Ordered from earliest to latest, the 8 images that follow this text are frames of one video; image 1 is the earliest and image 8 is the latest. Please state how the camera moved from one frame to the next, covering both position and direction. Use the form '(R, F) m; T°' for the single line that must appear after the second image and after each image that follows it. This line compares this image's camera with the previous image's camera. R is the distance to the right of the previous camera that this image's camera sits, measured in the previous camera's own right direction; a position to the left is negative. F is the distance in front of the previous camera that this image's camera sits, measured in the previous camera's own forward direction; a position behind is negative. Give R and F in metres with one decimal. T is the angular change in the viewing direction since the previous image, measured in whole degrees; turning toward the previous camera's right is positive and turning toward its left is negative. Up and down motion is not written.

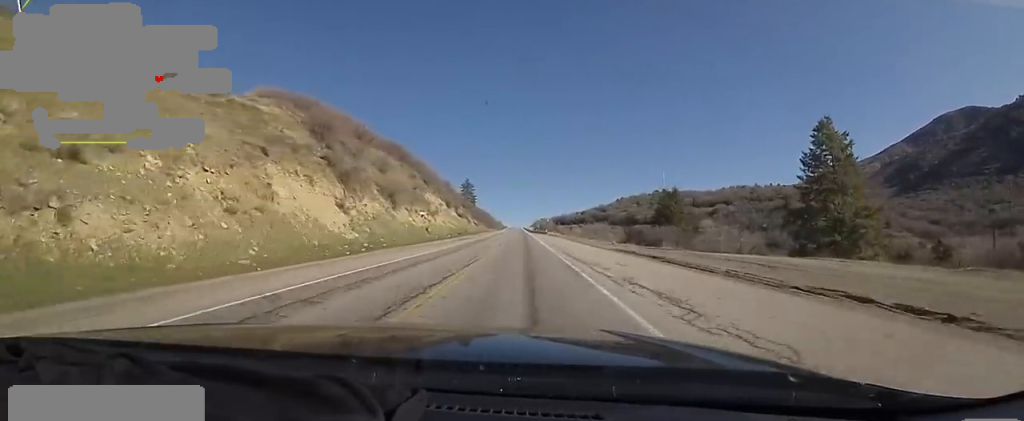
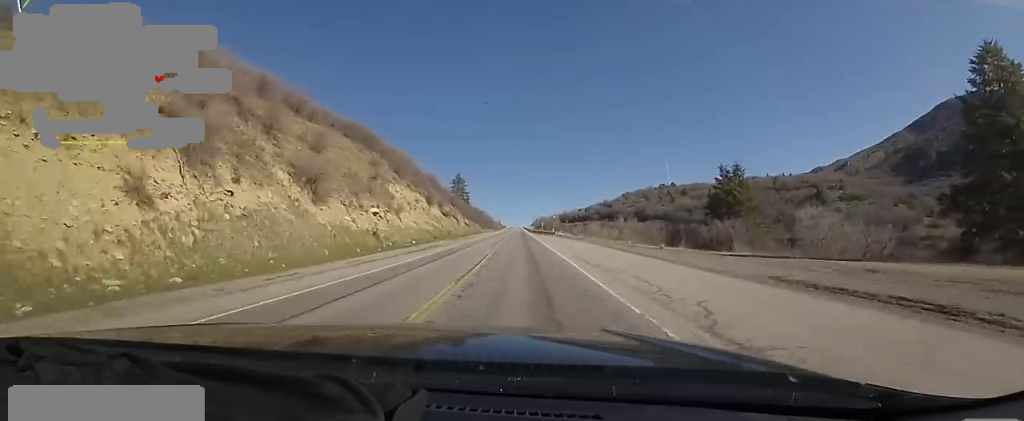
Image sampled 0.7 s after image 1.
(0.0, +20.9) m; -1°
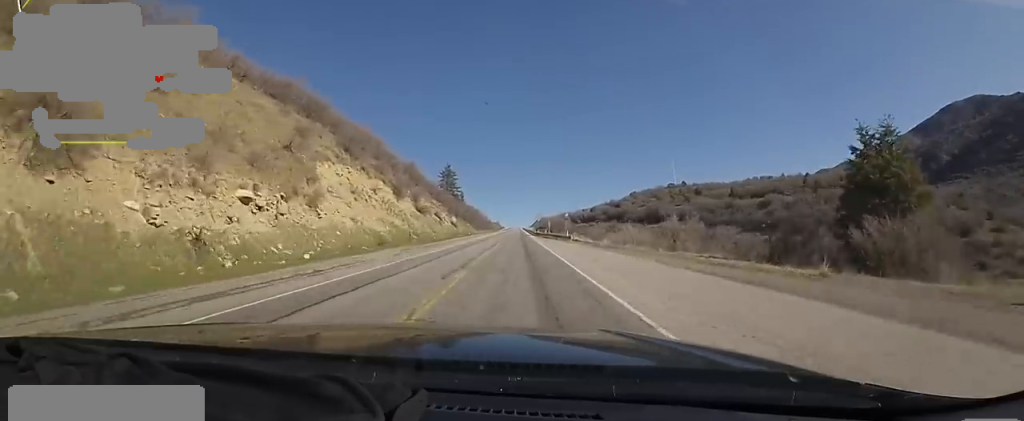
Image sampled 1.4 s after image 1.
(-0.2, +21.7) m; -1°
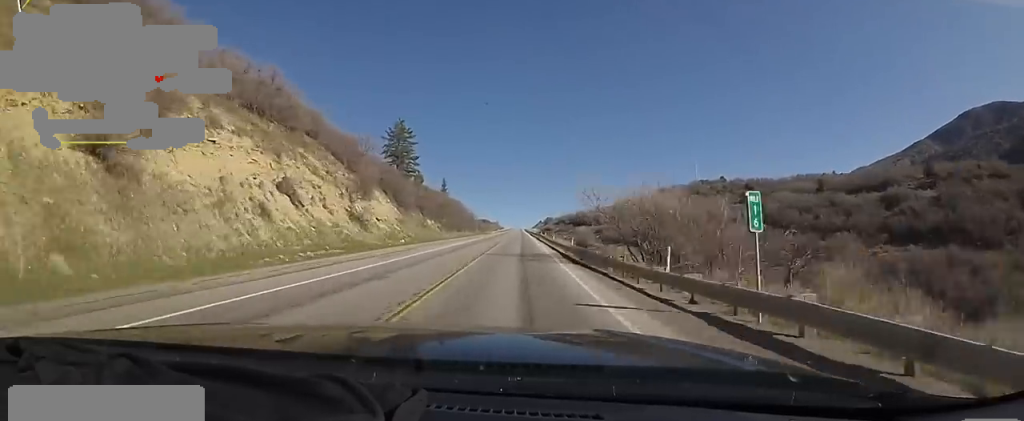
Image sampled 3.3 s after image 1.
(-0.8, +55.8) m; +1°
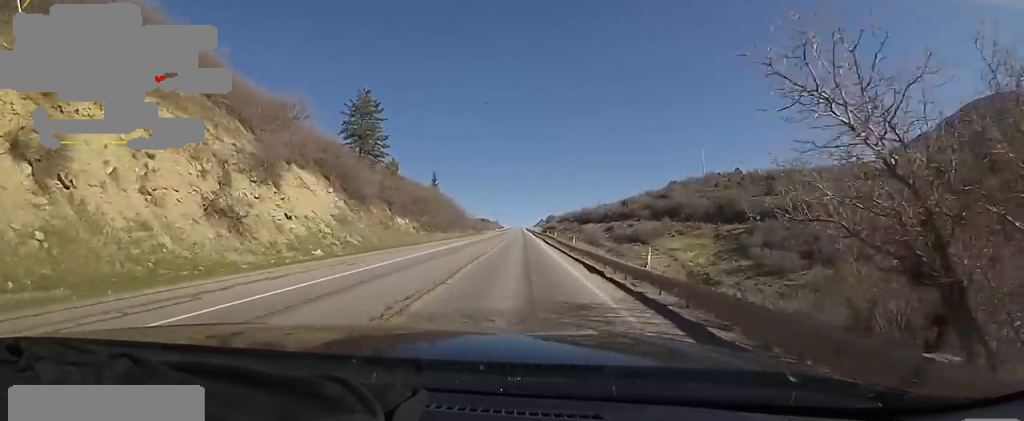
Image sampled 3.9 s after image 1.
(+0.5, +18.2) m; +1°
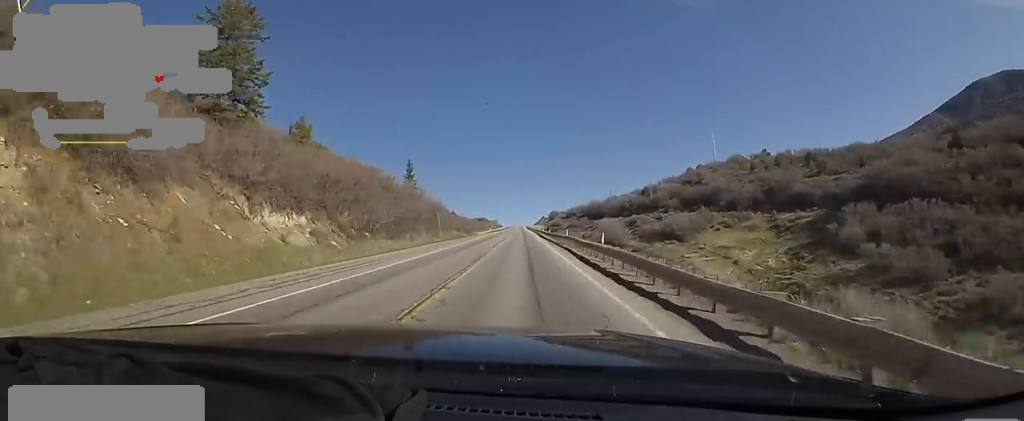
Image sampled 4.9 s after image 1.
(+0.1, +29.4) m; -1°
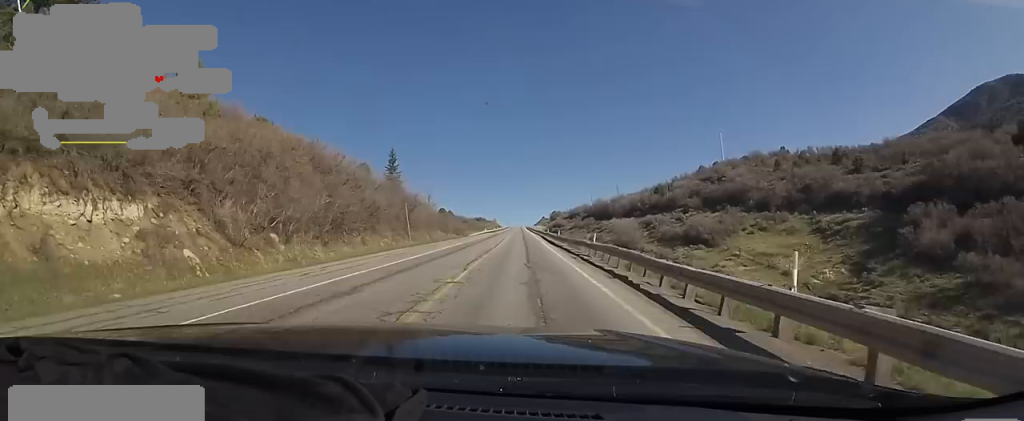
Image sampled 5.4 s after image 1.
(-0.3, +15.3) m; 0°
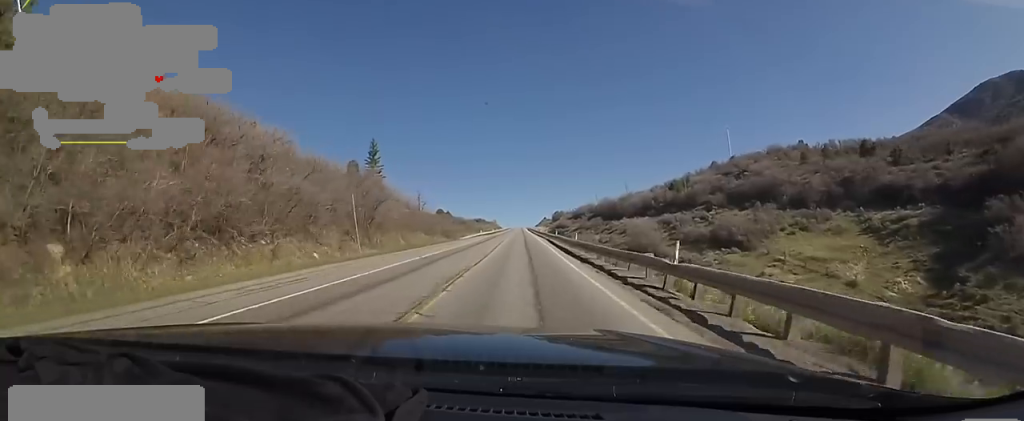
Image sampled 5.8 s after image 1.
(-0.5, +13.3) m; 0°
